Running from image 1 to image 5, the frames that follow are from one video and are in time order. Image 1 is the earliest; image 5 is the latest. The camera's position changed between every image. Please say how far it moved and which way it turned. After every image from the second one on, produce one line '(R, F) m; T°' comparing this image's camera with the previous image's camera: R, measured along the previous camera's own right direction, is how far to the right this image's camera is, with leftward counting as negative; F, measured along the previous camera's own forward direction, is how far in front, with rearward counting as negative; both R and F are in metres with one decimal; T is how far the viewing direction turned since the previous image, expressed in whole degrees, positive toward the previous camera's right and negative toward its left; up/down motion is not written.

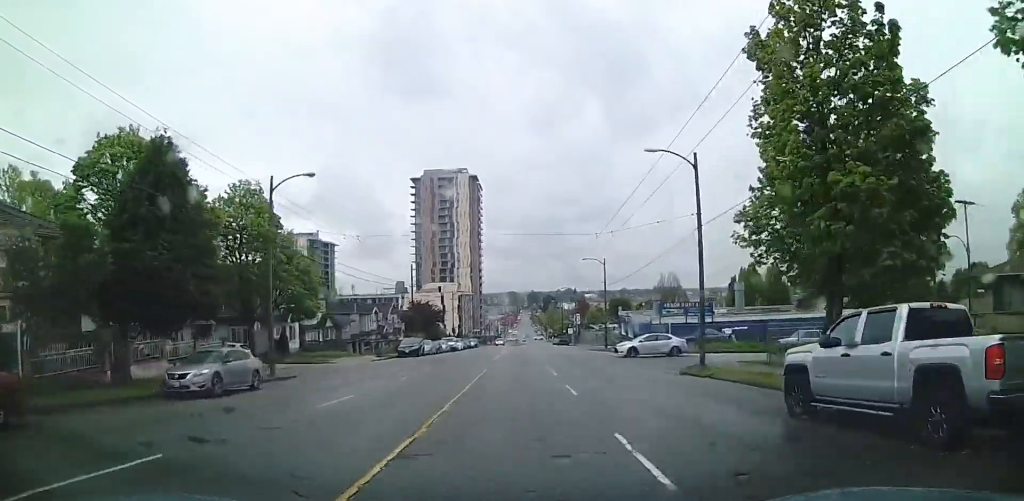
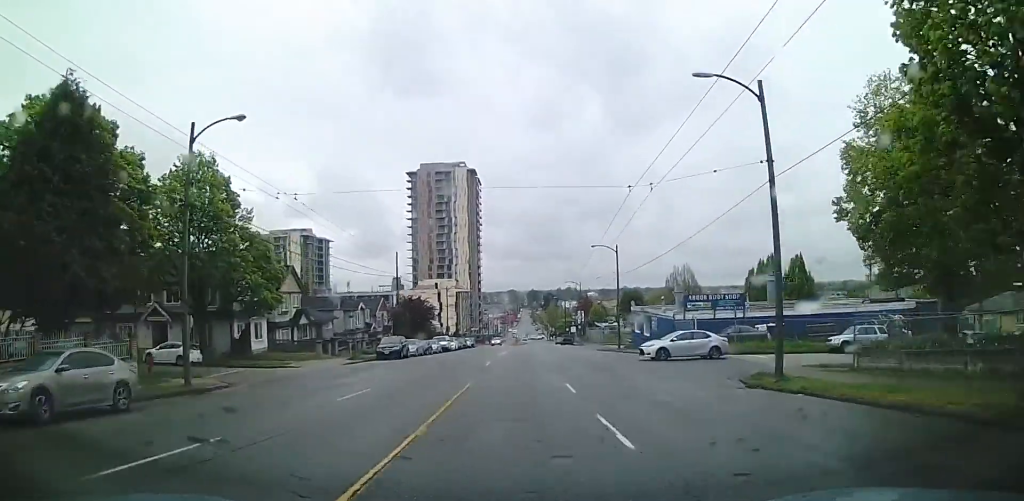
(-0.2, +7.7) m; 0°
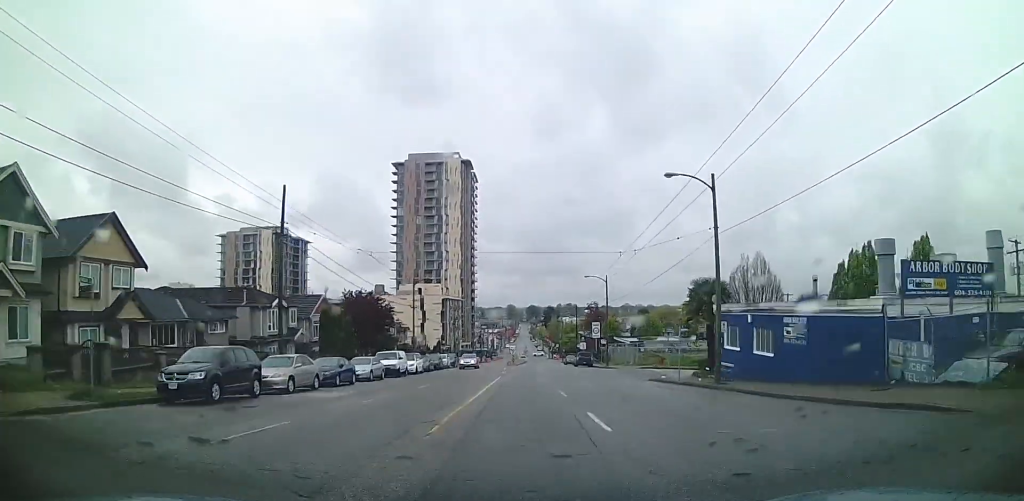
(+0.8, +27.8) m; +3°
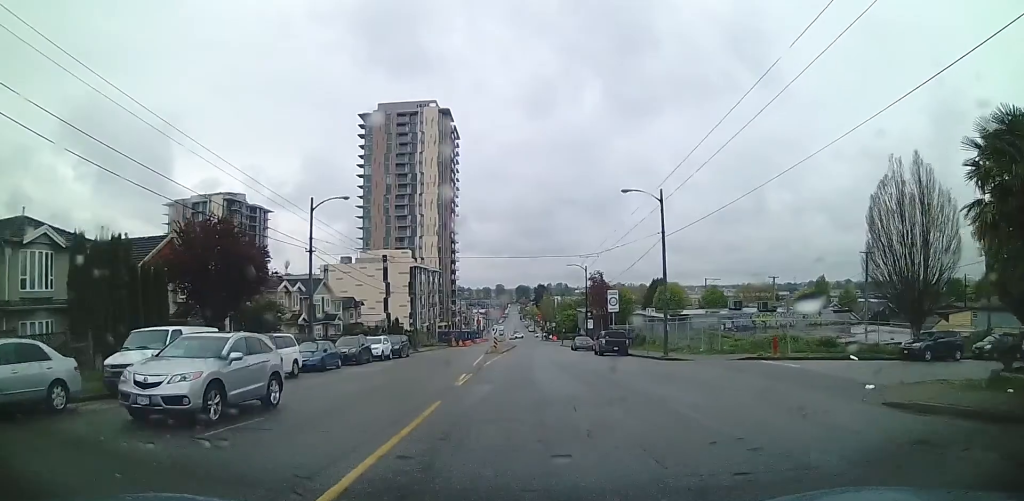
(0.0, +28.6) m; -1°
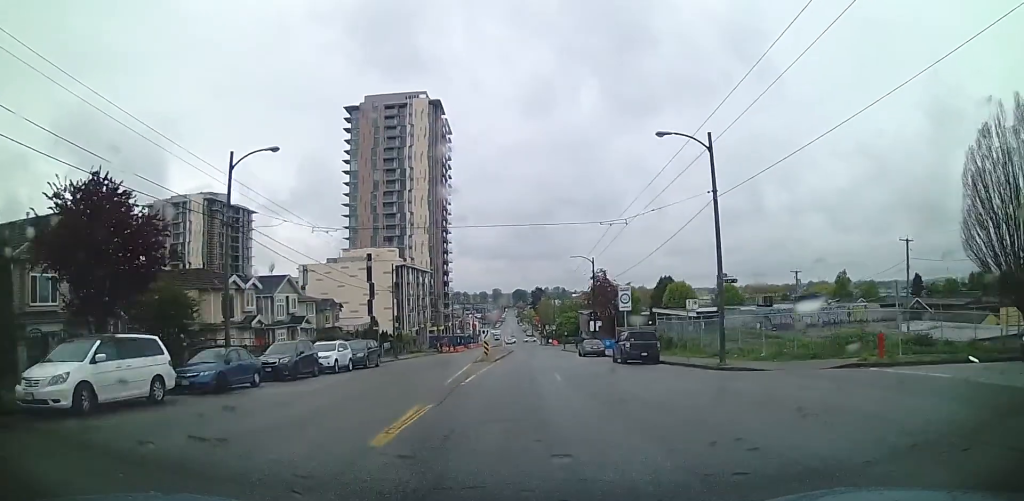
(+0.3, +9.7) m; -1°
